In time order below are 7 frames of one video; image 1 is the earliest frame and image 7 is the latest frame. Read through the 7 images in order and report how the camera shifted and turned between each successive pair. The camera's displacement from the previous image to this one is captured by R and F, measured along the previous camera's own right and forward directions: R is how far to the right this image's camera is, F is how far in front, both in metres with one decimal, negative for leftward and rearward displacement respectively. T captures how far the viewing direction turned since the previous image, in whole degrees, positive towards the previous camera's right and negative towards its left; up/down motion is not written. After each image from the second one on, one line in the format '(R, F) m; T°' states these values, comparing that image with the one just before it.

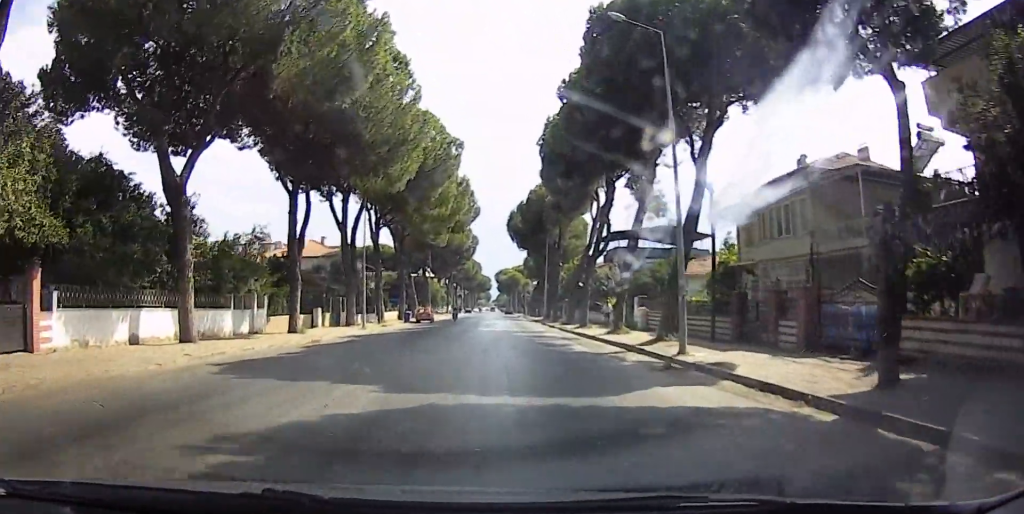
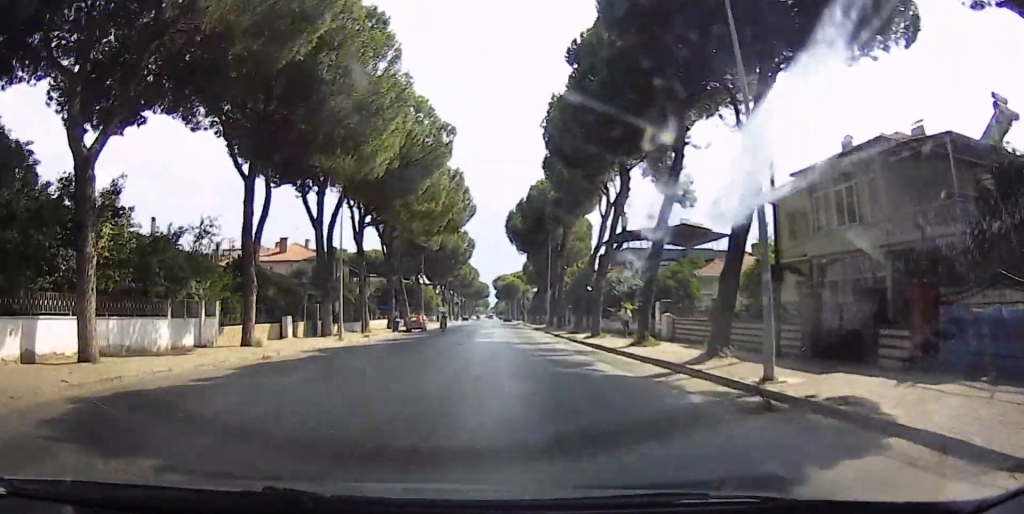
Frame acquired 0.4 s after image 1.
(0.0, +5.1) m; 0°
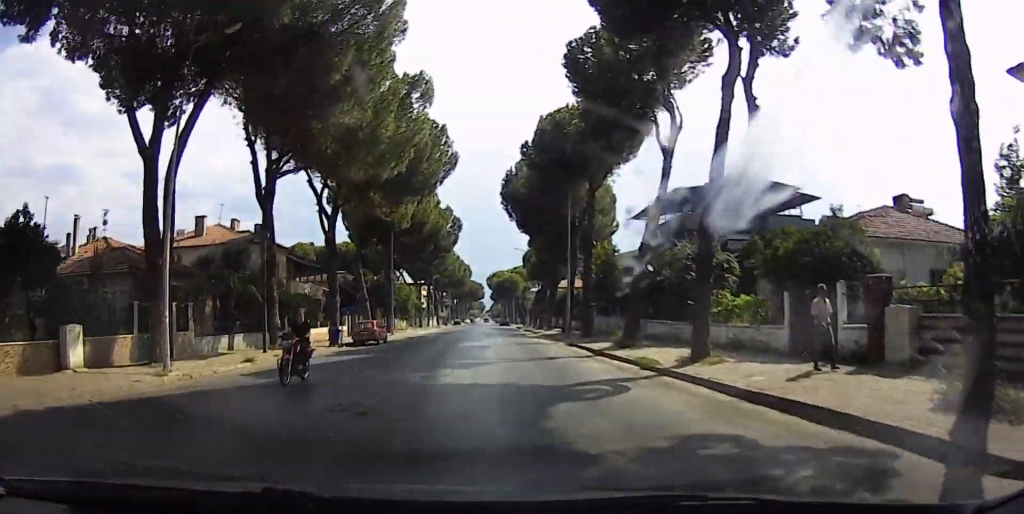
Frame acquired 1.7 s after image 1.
(+0.2, +17.3) m; +1°
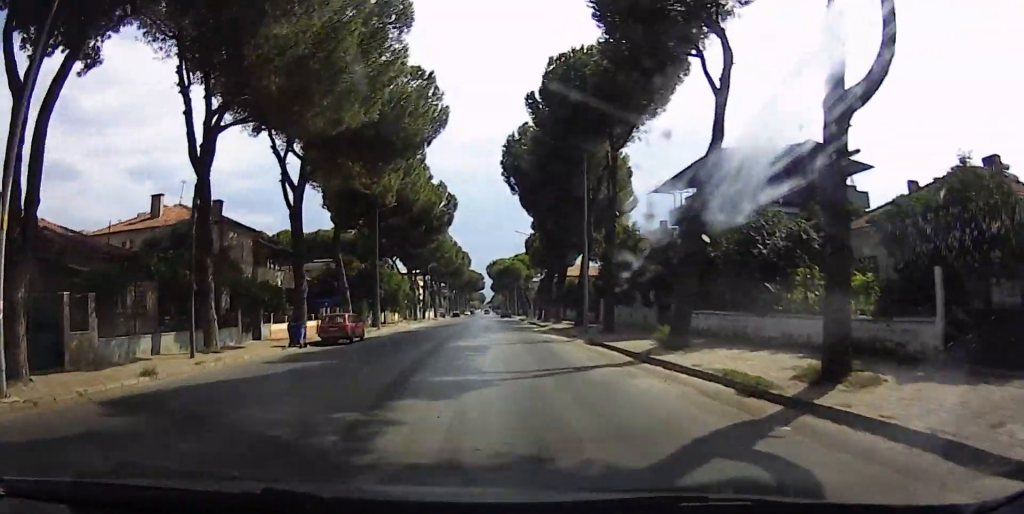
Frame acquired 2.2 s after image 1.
(+0.1, +6.5) m; 0°
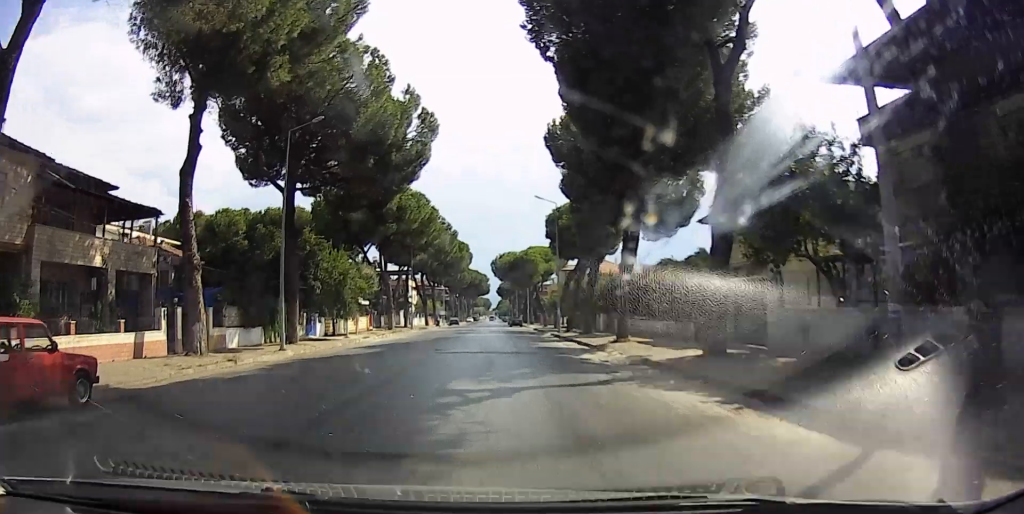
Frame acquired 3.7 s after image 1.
(0.0, +22.7) m; 0°
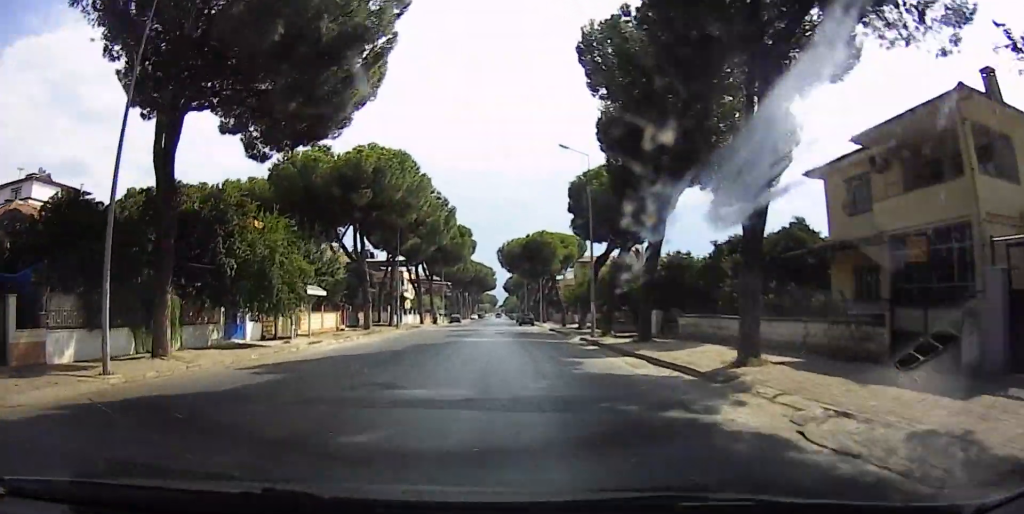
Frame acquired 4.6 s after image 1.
(0.0, +13.2) m; 0°
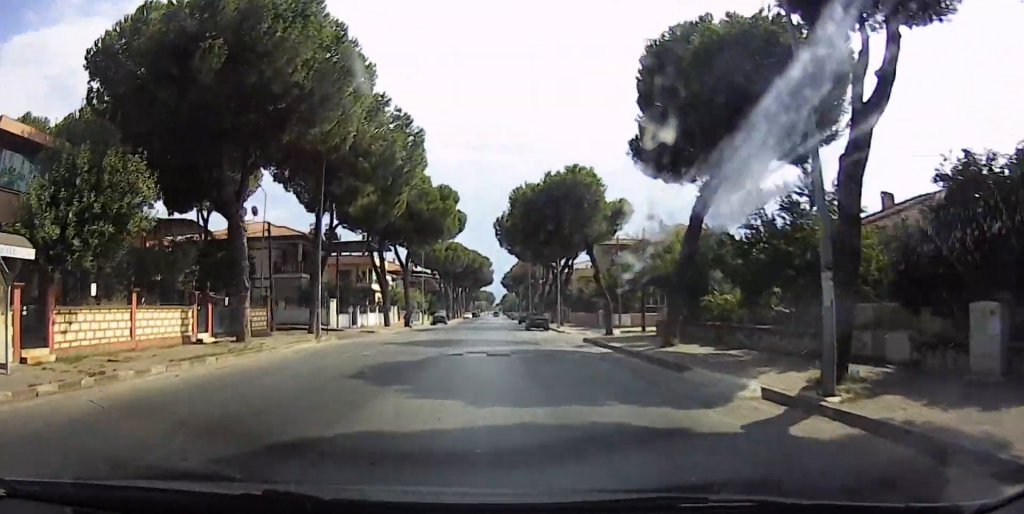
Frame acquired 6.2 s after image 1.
(0.0, +22.5) m; 0°
